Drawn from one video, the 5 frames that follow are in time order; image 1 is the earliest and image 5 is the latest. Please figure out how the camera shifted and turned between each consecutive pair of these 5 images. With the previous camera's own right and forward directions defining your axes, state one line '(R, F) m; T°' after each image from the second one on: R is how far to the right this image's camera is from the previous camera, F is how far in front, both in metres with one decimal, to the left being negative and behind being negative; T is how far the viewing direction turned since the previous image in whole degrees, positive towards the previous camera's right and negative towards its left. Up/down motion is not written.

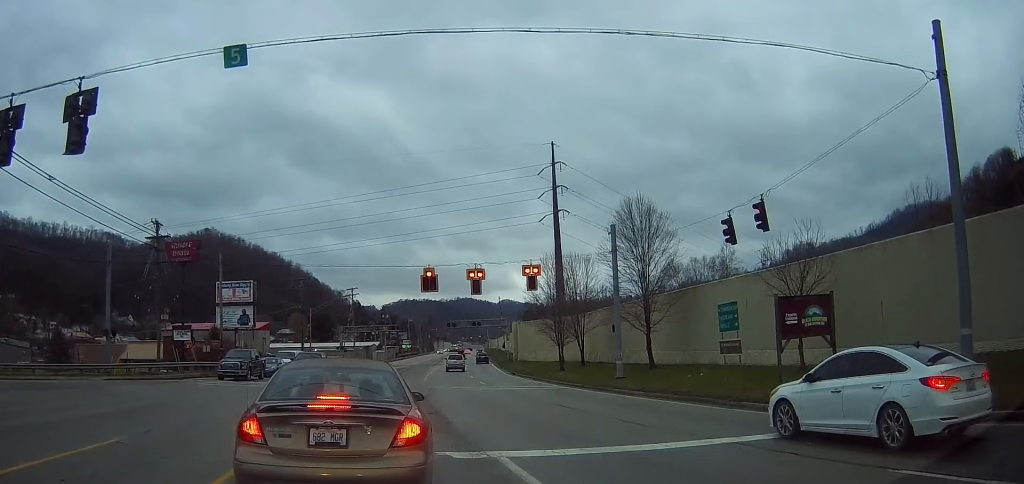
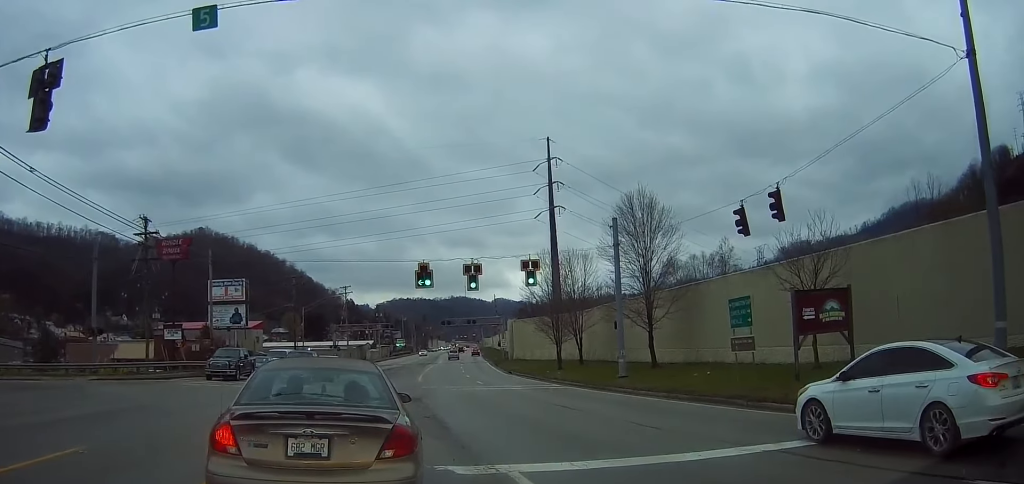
(0.0, +0.3) m; 0°
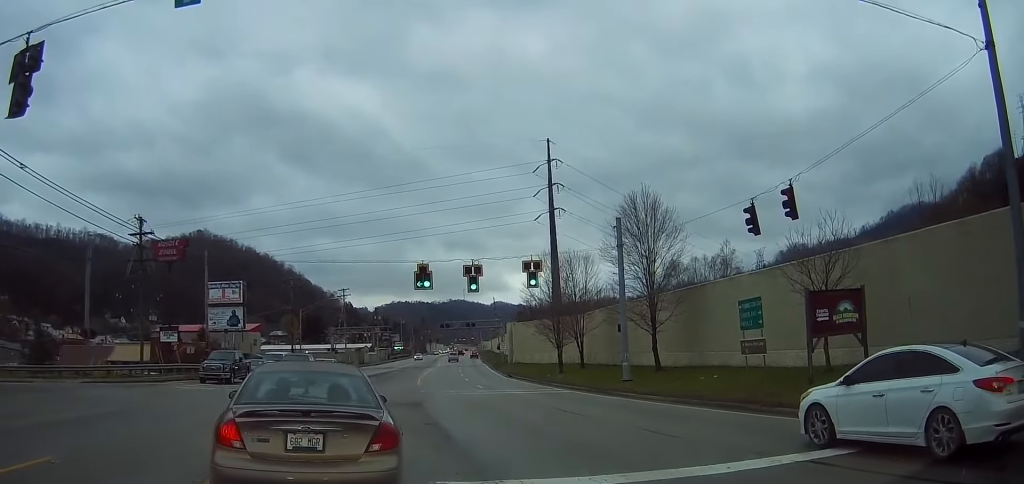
(0.0, +0.7) m; 0°
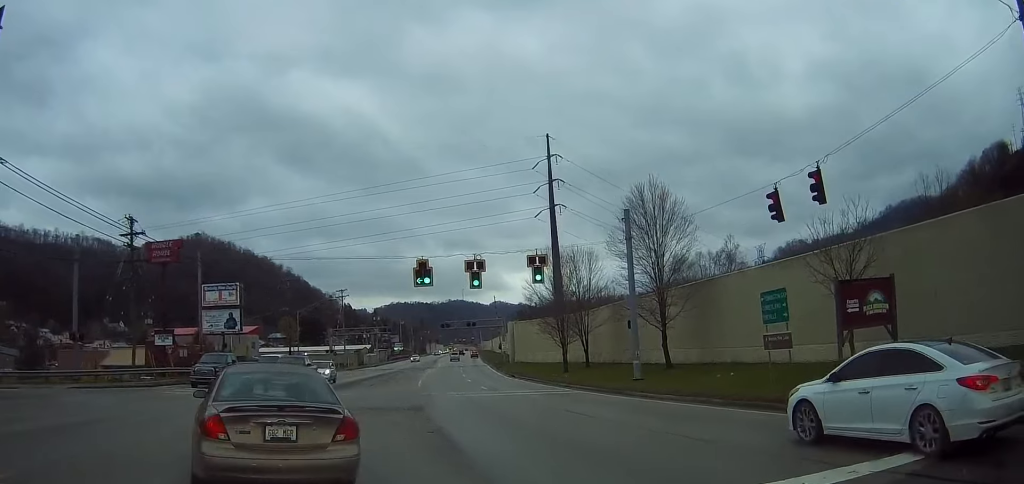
(0.0, +1.3) m; 0°
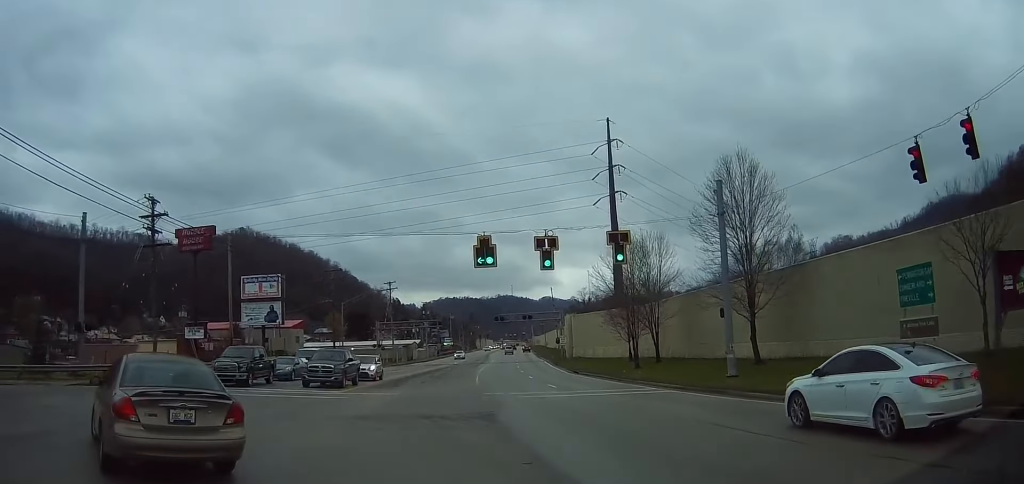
(0.0, +4.0) m; 0°
